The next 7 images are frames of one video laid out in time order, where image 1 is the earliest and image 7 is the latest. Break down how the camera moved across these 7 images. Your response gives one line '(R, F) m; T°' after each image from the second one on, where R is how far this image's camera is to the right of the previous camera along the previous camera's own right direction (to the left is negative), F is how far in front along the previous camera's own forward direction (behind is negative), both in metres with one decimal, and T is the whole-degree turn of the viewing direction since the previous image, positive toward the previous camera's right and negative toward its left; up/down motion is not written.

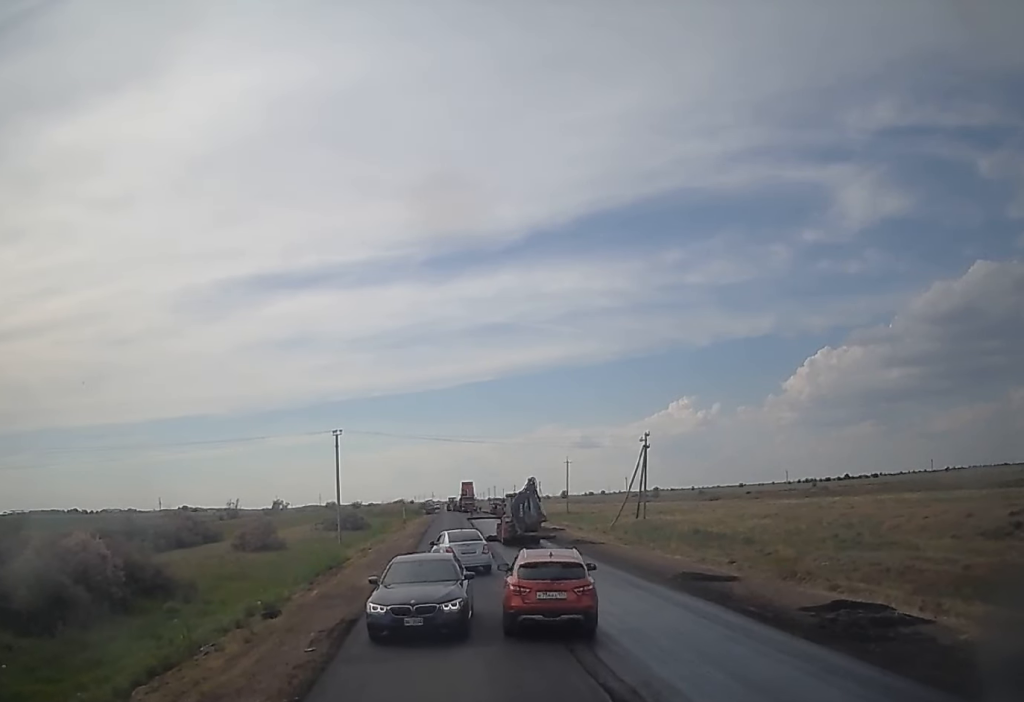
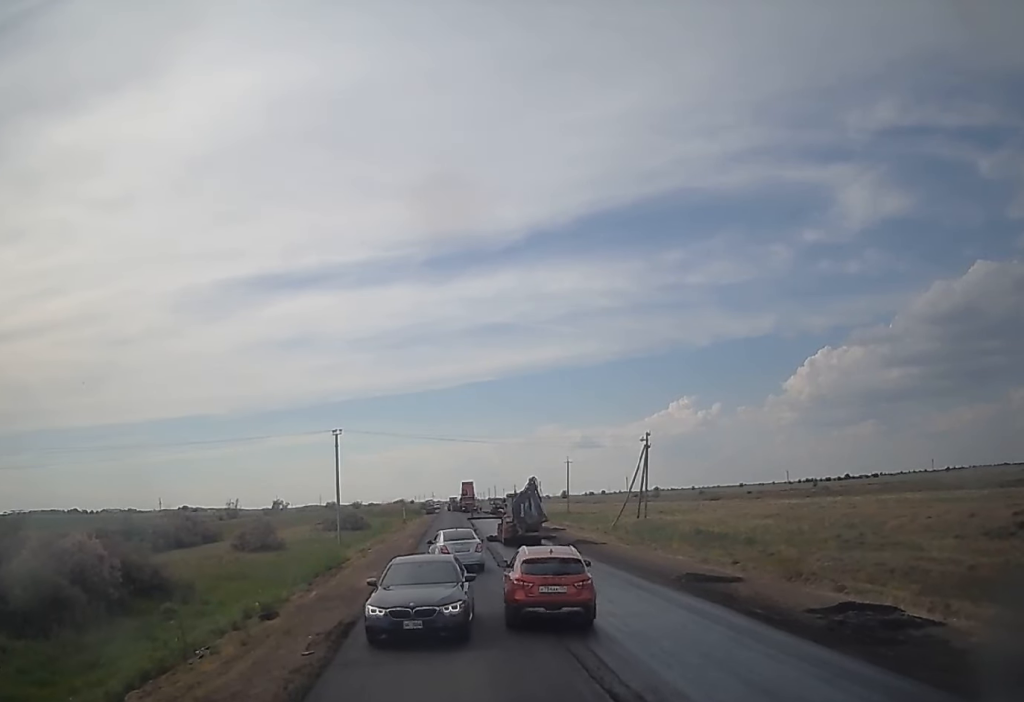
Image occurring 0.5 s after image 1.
(-0.3, +0.3) m; 0°
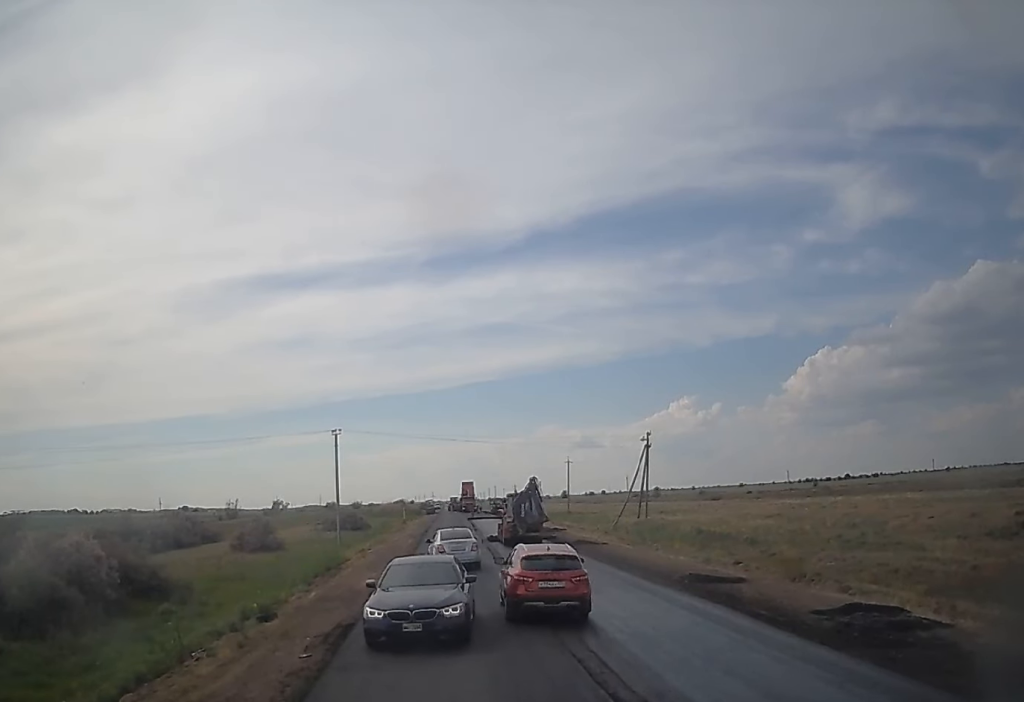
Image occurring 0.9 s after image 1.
(0.0, +0.3) m; 0°
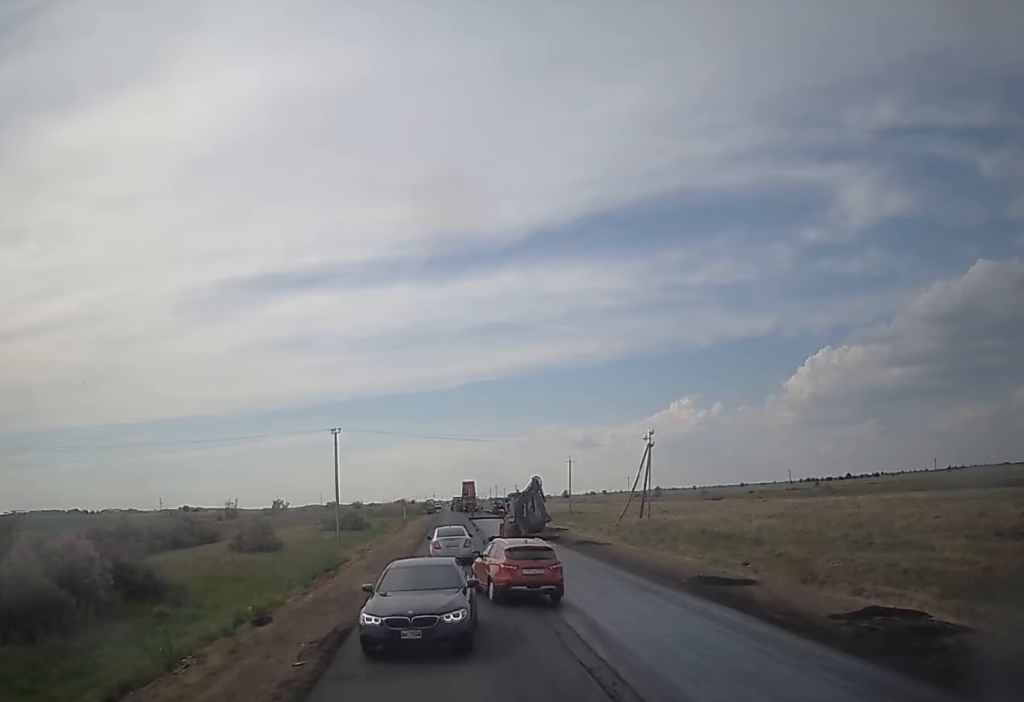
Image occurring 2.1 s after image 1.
(+0.6, +1.2) m; 0°
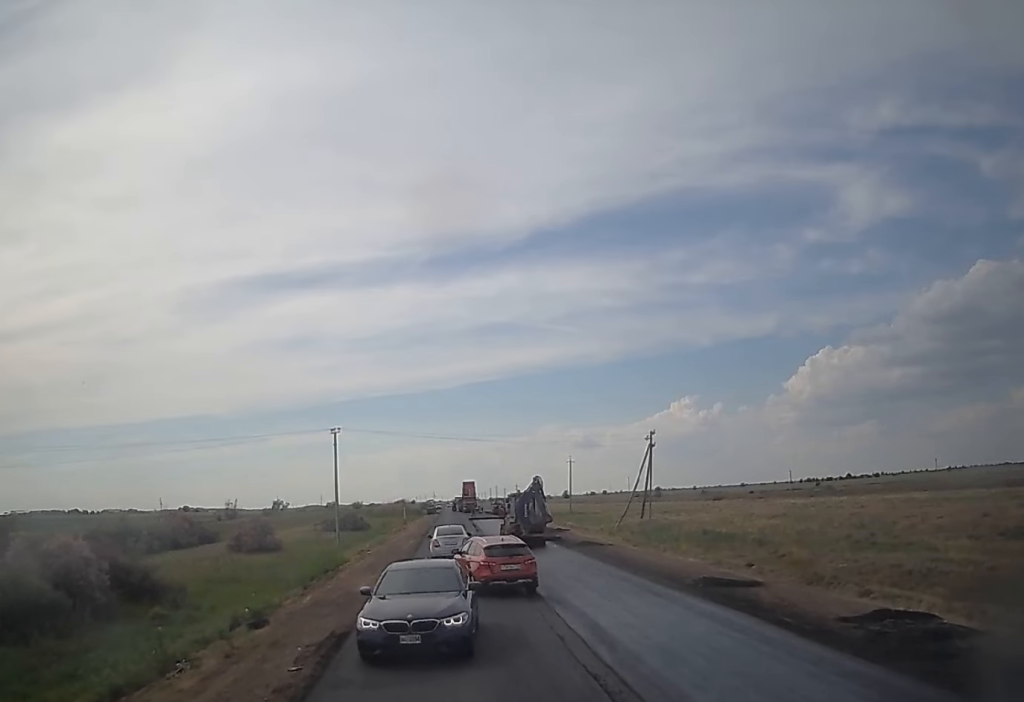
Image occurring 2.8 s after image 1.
(+0.3, +0.6) m; 0°
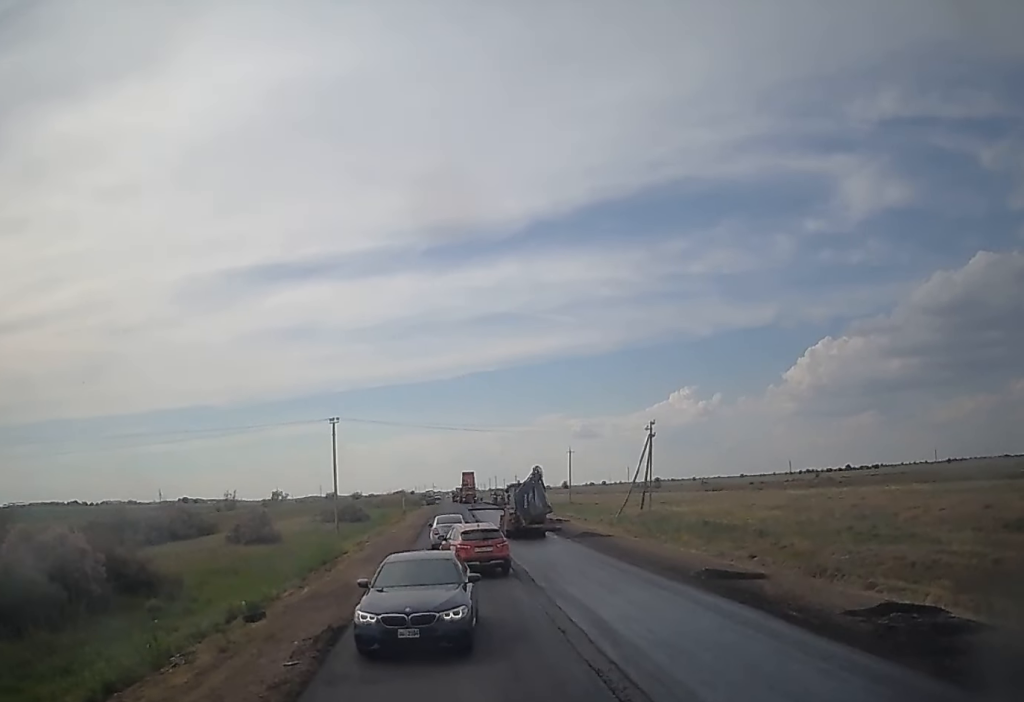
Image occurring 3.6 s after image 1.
(+0.3, +0.5) m; 0°
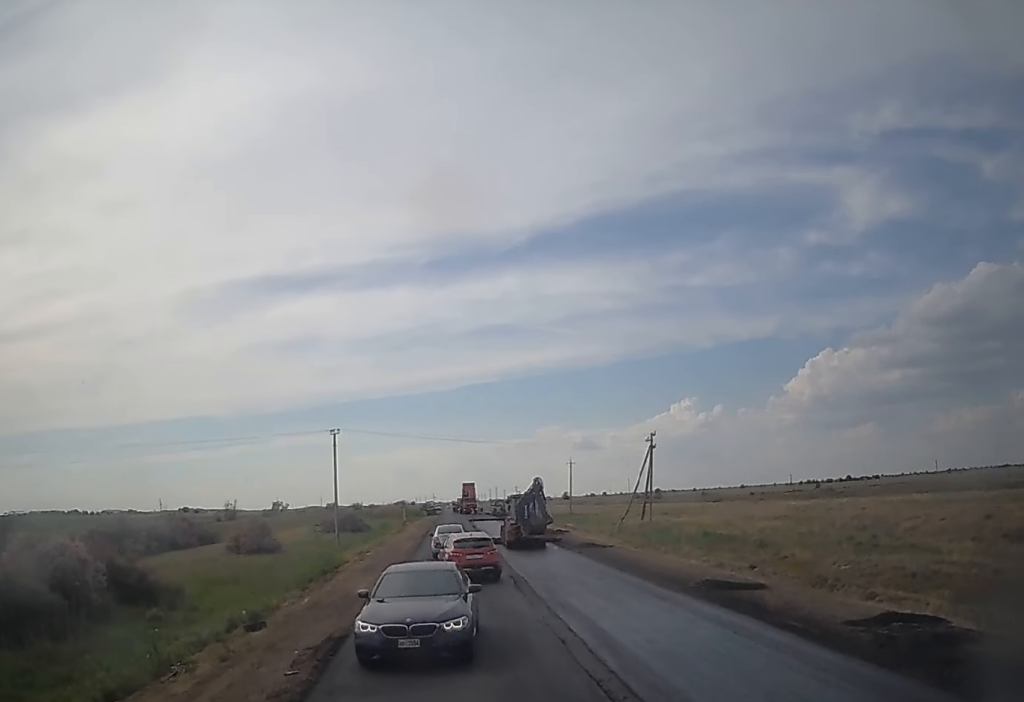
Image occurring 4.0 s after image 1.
(-0.2, +0.2) m; 0°
